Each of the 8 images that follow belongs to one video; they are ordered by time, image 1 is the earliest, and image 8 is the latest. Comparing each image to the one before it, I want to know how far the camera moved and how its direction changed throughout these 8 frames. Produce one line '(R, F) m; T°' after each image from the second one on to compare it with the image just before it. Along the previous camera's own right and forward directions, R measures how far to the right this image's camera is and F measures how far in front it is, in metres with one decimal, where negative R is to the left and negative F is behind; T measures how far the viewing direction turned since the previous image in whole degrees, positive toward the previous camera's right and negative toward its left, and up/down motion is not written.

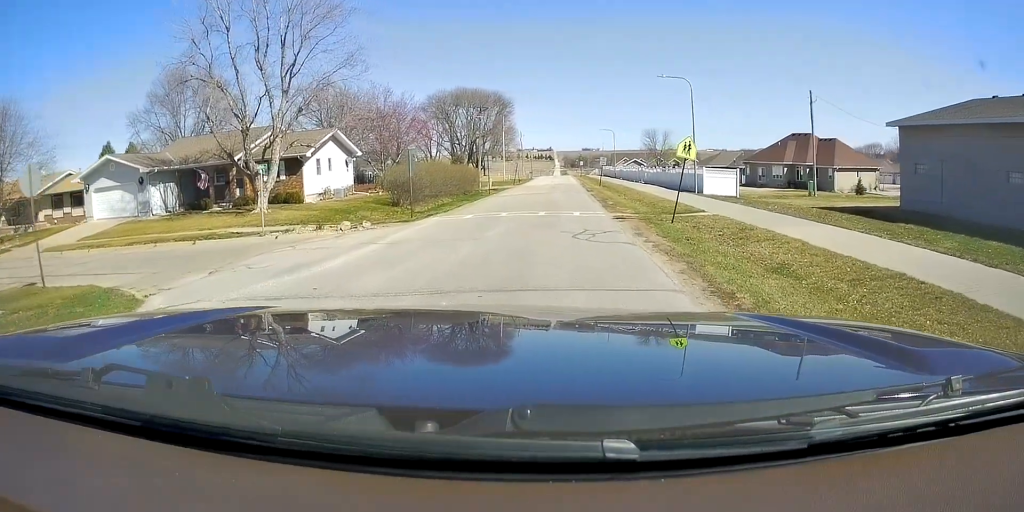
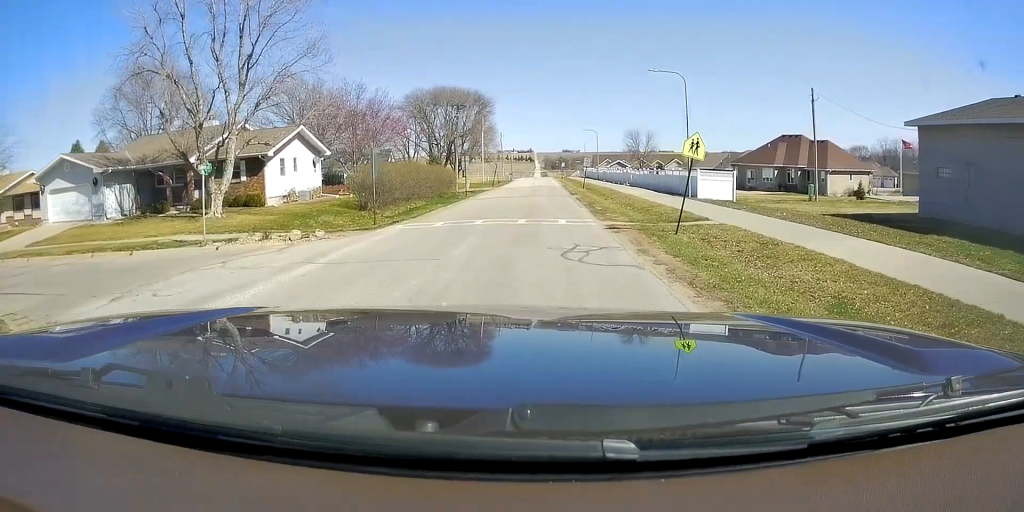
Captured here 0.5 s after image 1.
(+0.2, +3.0) m; +3°
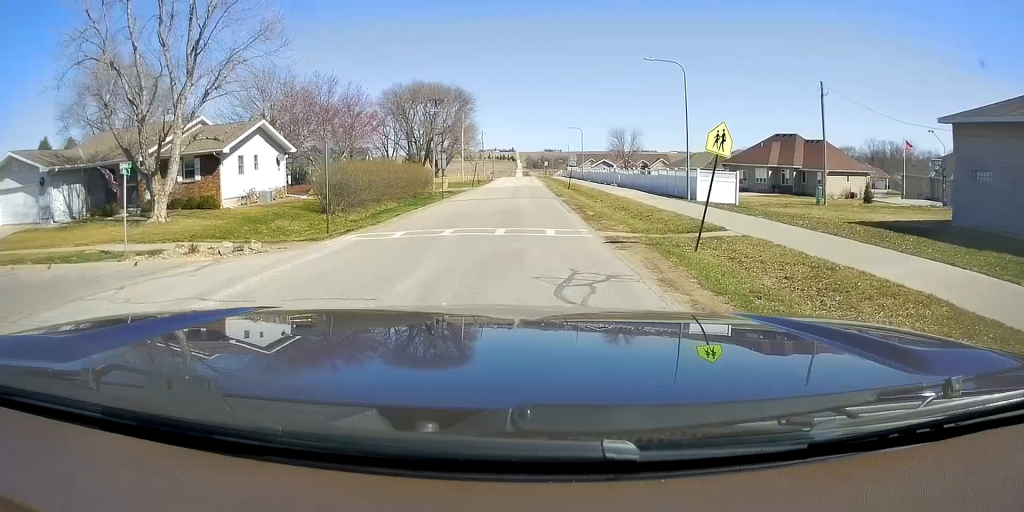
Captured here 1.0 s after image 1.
(+0.1, +3.6) m; +3°
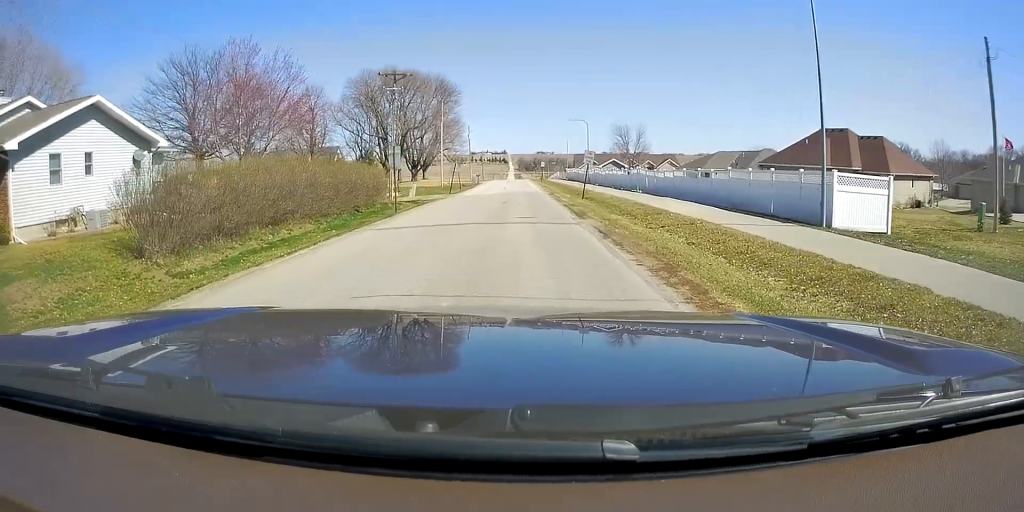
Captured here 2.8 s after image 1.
(+0.8, +16.4) m; +2°
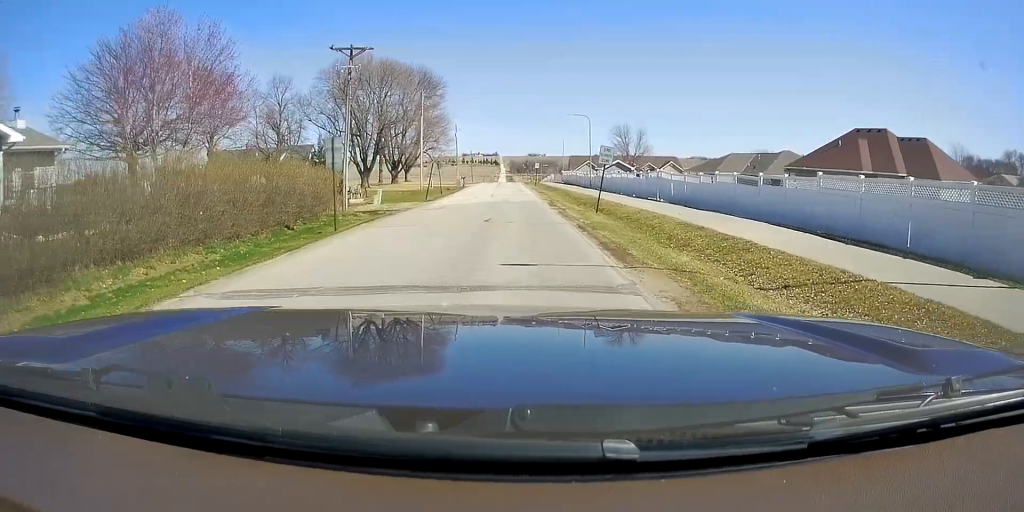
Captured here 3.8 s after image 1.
(-0.5, +9.9) m; -3°
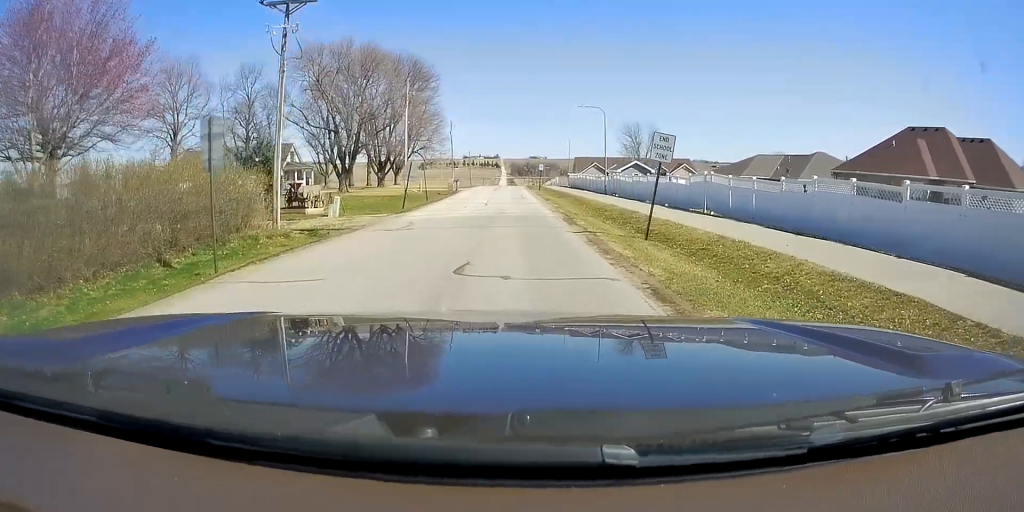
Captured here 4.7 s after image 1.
(0.0, +9.9) m; 0°
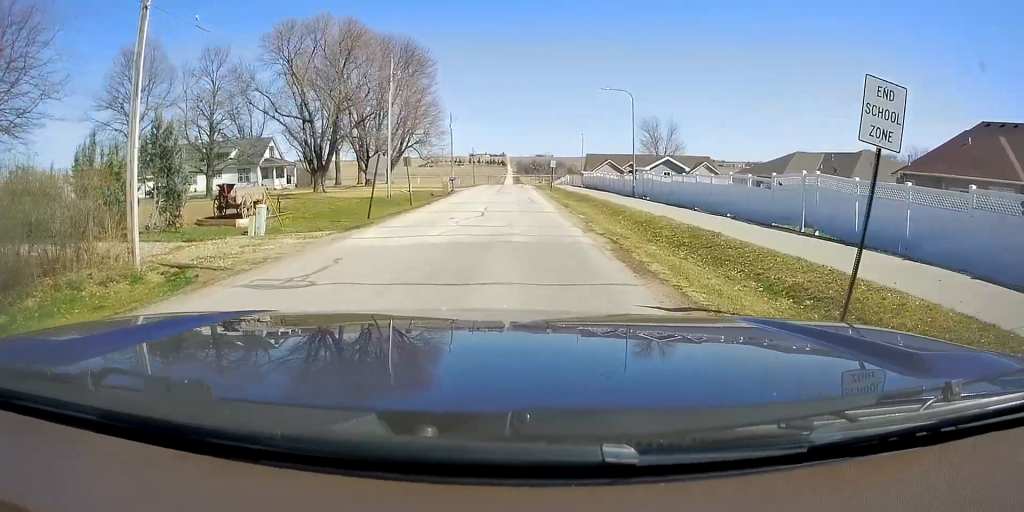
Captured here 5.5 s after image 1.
(0.0, +10.1) m; 0°
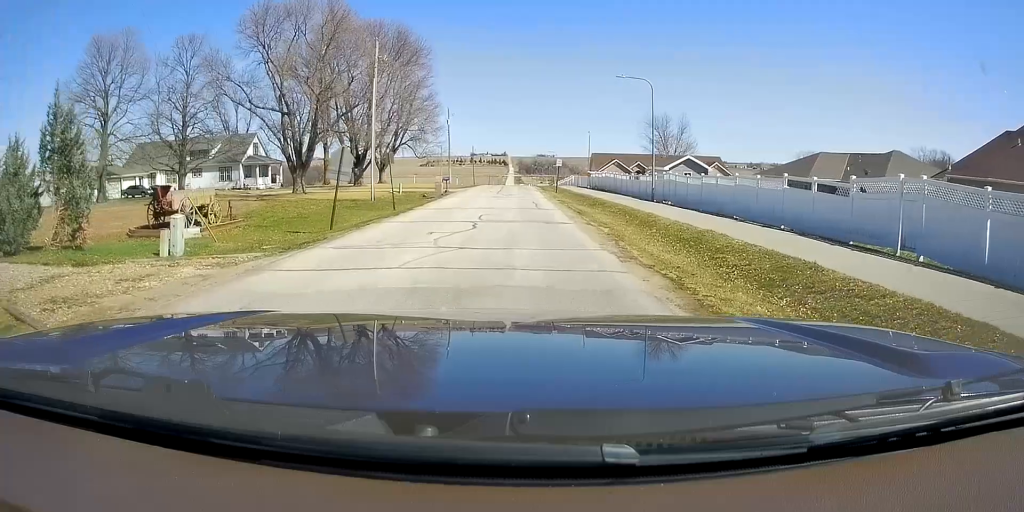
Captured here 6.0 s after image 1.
(0.0, +5.7) m; 0°
